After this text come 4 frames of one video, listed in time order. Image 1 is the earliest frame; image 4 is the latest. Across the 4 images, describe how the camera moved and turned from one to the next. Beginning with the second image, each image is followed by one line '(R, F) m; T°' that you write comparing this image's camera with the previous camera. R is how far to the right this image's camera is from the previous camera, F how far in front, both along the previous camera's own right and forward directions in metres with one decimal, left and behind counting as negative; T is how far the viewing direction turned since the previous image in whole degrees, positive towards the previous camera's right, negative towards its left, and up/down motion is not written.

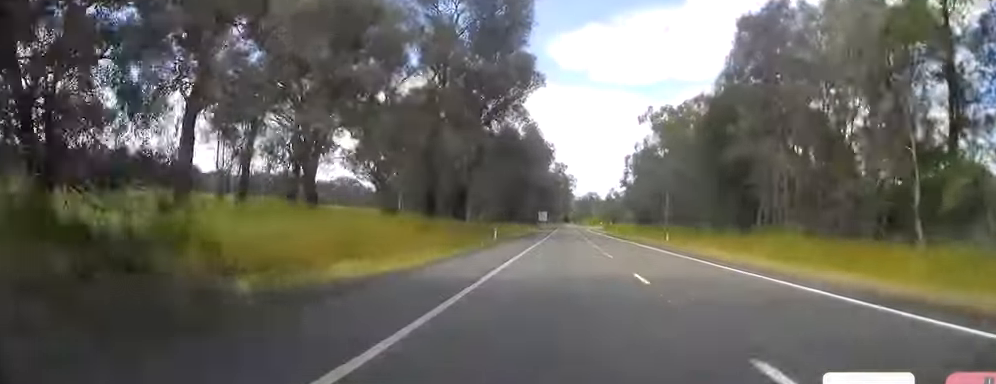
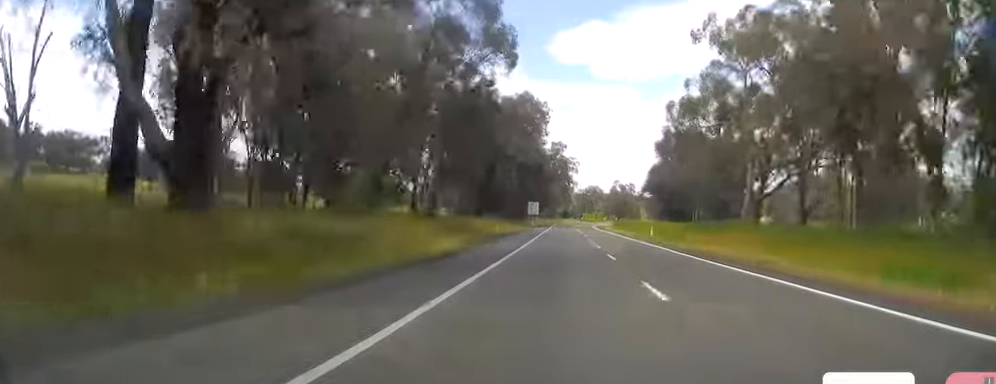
(-0.4, +51.3) m; +1°
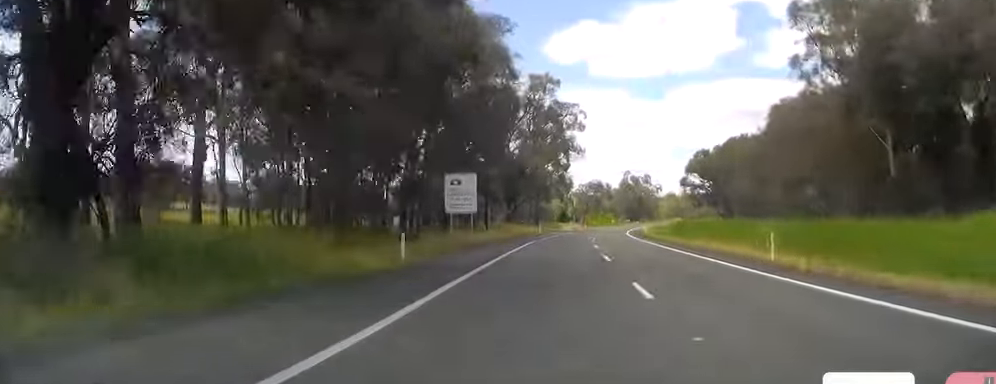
(+1.1, +95.3) m; 0°
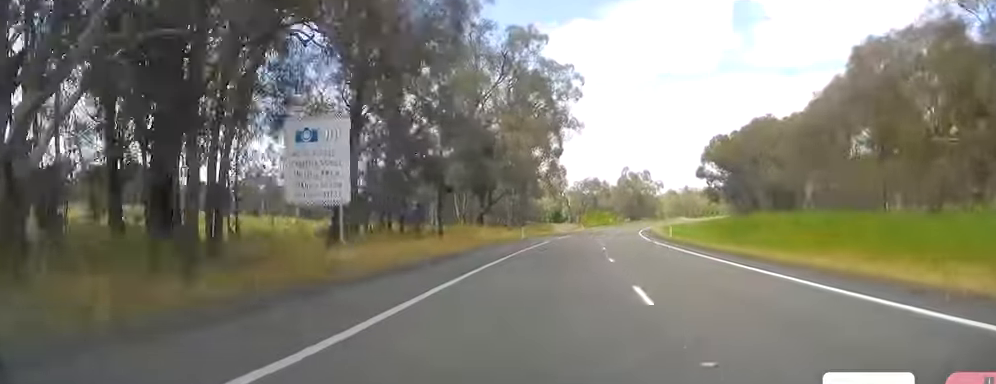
(+0.1, +25.2) m; 0°
